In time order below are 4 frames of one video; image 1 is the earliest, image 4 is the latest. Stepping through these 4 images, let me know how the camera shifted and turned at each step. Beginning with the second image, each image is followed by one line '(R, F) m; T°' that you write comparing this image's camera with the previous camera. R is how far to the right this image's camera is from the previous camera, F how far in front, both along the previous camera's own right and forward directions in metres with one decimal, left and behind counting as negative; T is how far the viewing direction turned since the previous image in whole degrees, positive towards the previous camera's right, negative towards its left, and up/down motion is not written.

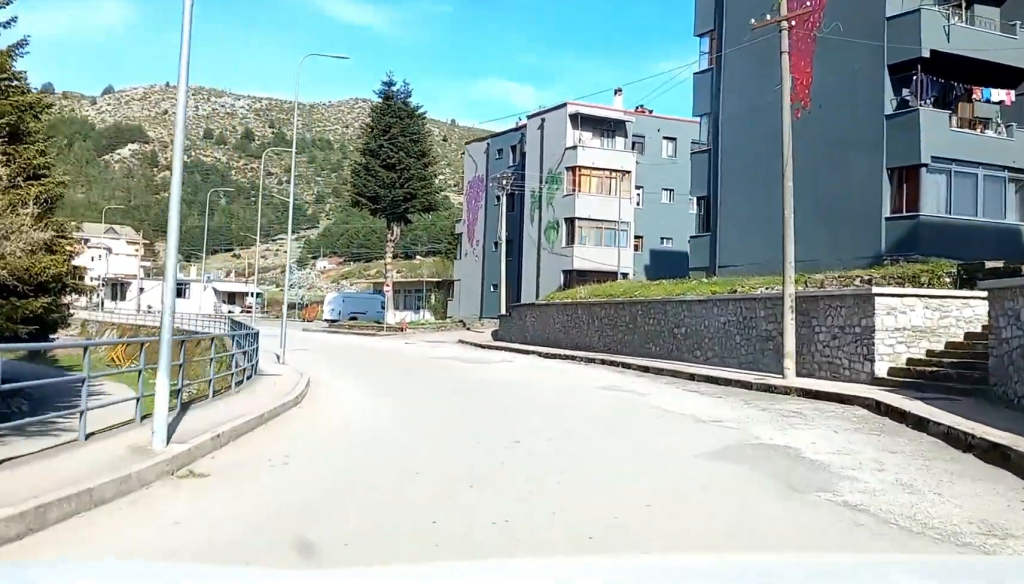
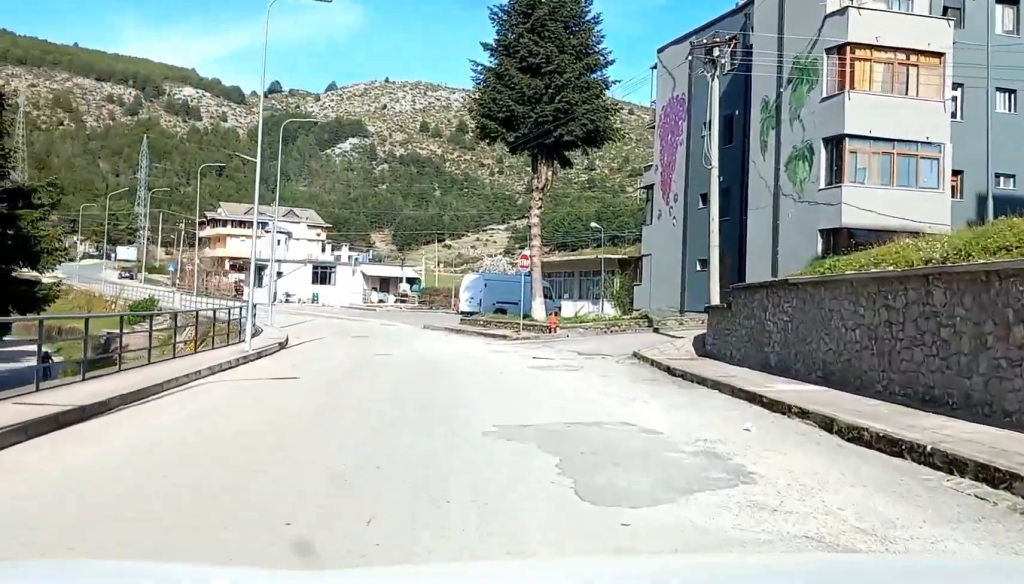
(+0.8, +27.1) m; +1°
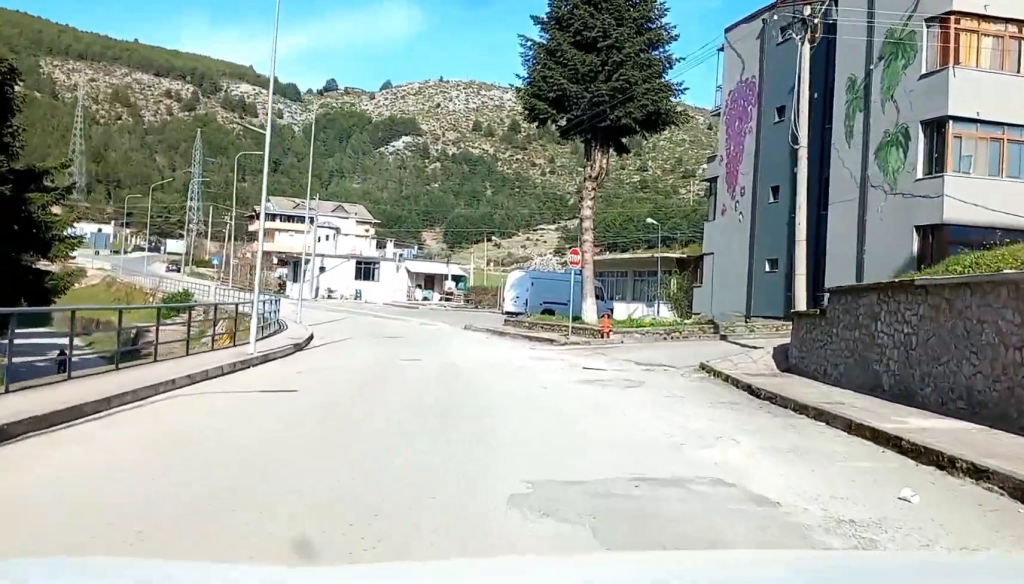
(0.0, +3.6) m; -1°
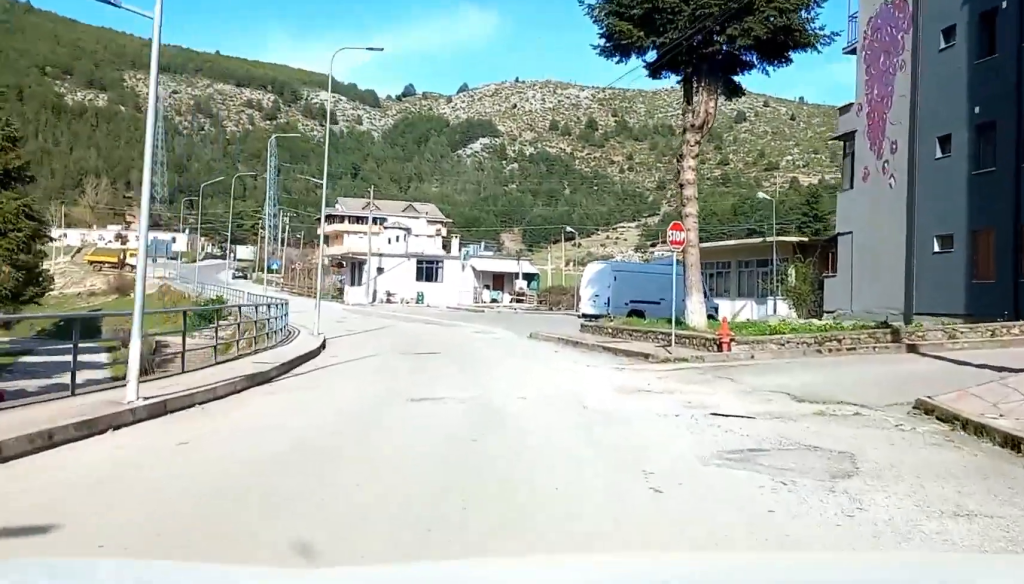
(-0.3, +9.1) m; -4°
